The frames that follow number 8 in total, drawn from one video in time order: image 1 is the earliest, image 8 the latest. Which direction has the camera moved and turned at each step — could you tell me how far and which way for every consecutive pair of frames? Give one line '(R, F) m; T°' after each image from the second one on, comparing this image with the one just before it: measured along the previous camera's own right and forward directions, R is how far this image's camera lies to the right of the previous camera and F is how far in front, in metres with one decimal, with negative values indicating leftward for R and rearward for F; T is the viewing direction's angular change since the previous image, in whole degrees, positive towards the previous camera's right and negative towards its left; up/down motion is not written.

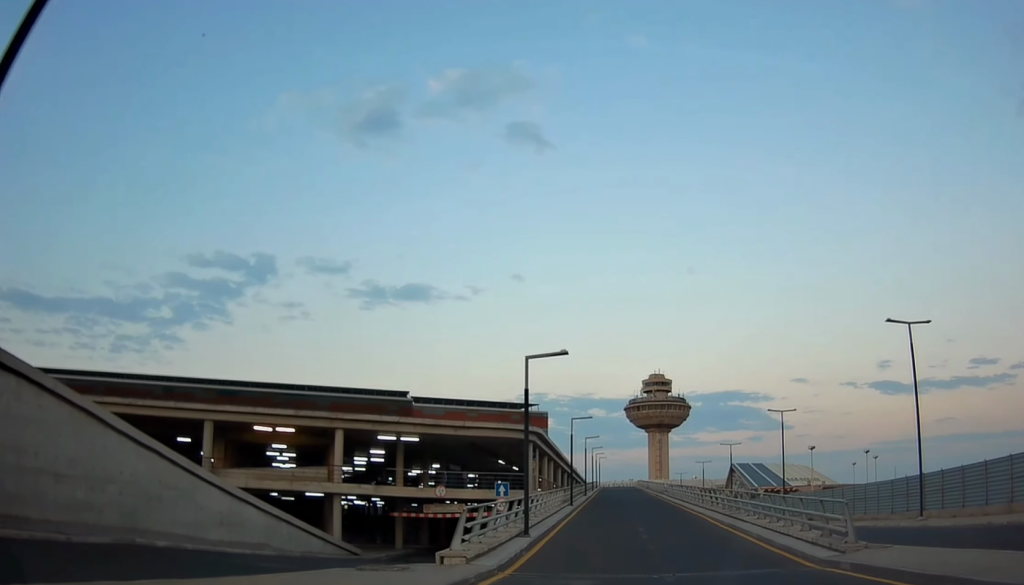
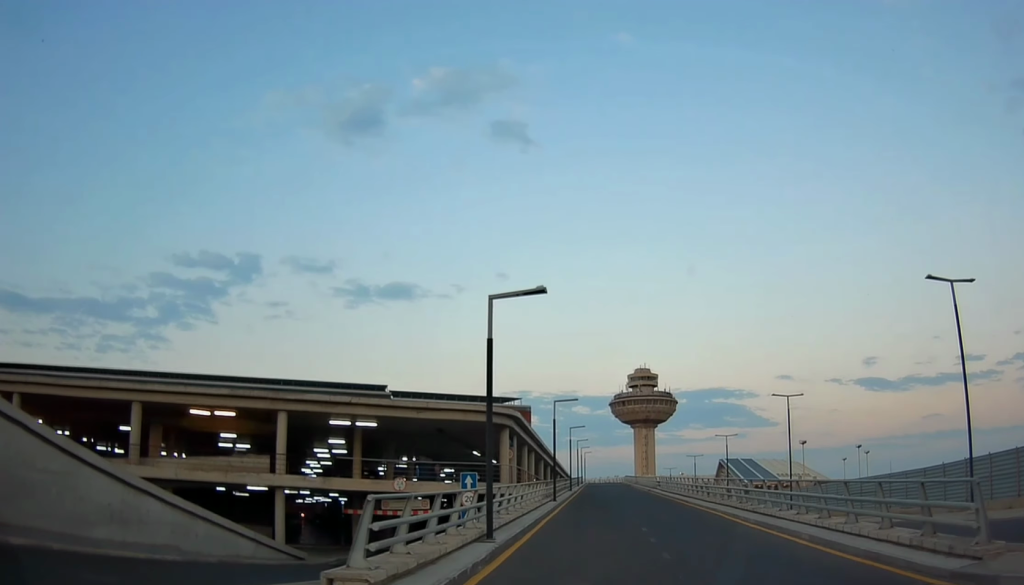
(+0.2, +6.4) m; +1°
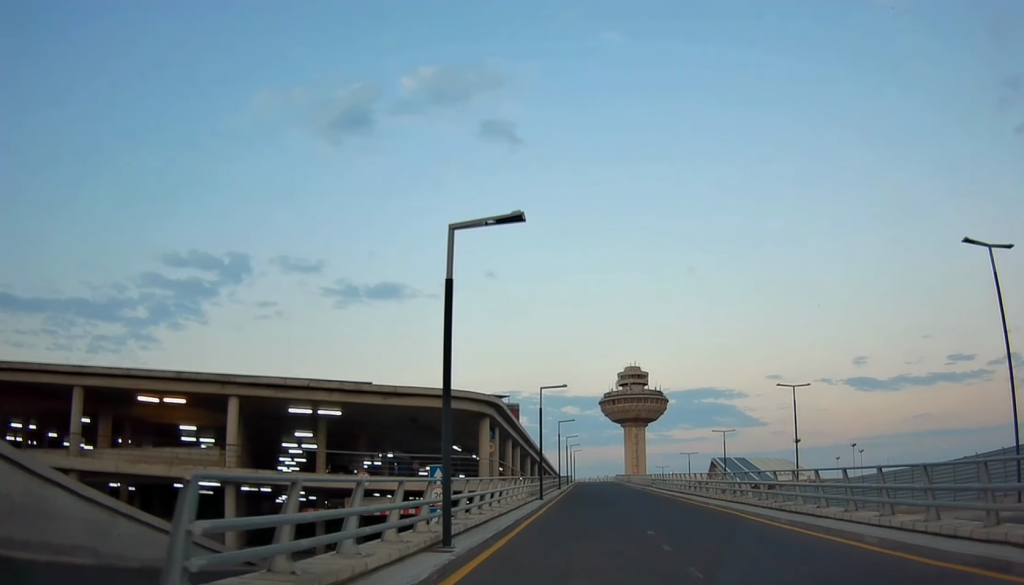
(0.0, +4.4) m; +1°
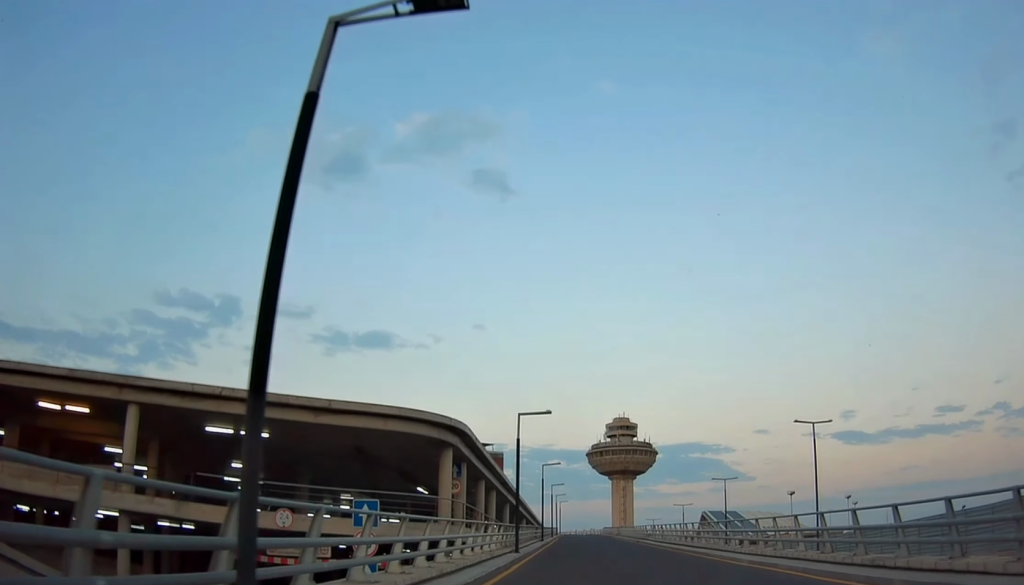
(0.0, +7.3) m; 0°
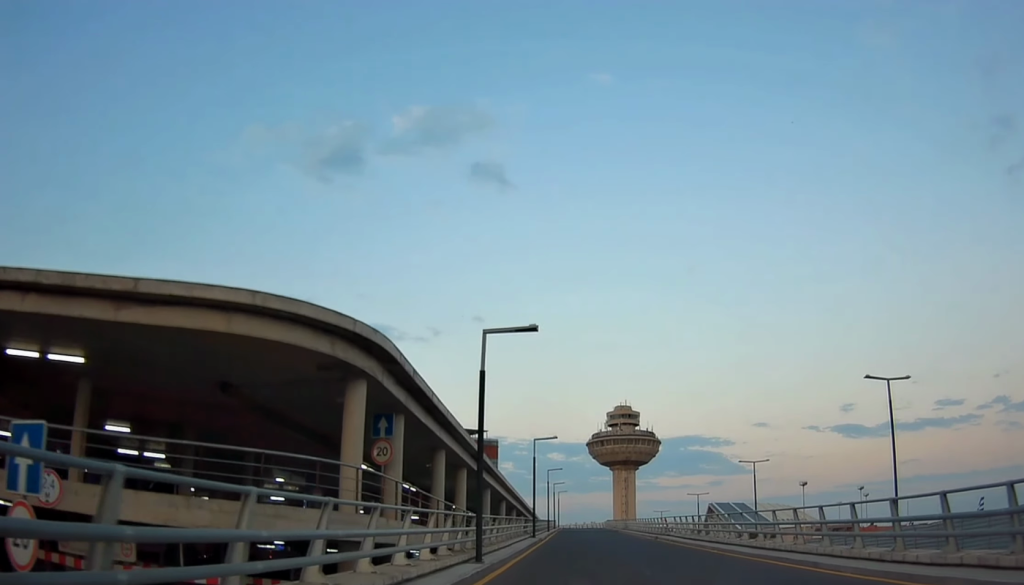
(0.0, +12.2) m; 0°
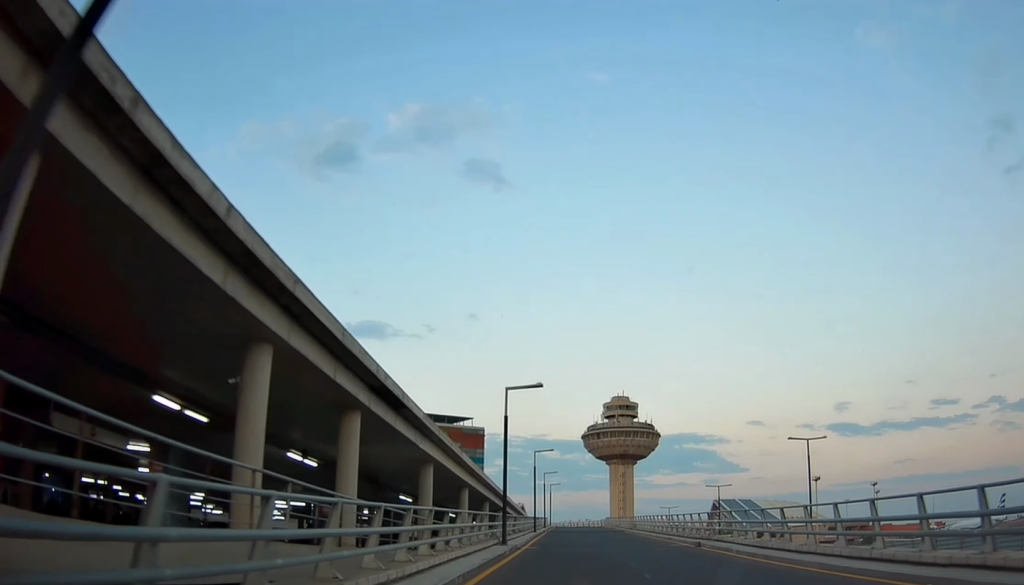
(+0.3, +15.8) m; +2°
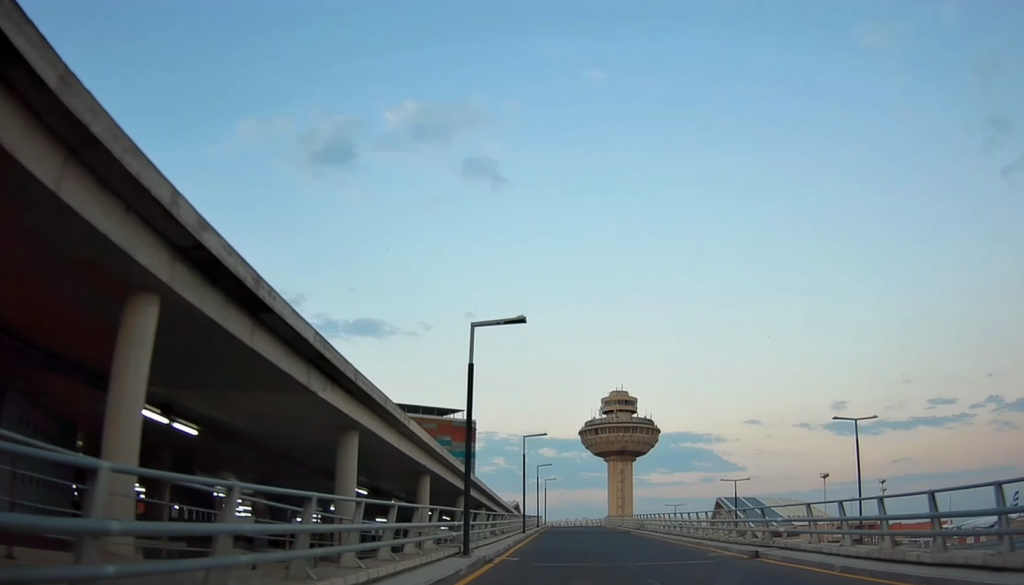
(+0.1, +8.7) m; 0°
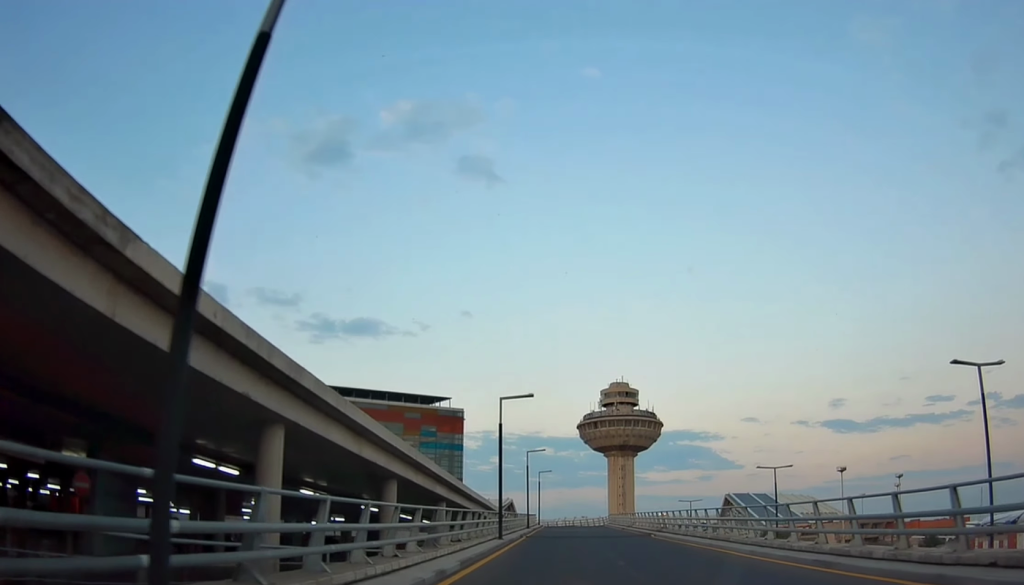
(-0.1, +12.9) m; 0°
